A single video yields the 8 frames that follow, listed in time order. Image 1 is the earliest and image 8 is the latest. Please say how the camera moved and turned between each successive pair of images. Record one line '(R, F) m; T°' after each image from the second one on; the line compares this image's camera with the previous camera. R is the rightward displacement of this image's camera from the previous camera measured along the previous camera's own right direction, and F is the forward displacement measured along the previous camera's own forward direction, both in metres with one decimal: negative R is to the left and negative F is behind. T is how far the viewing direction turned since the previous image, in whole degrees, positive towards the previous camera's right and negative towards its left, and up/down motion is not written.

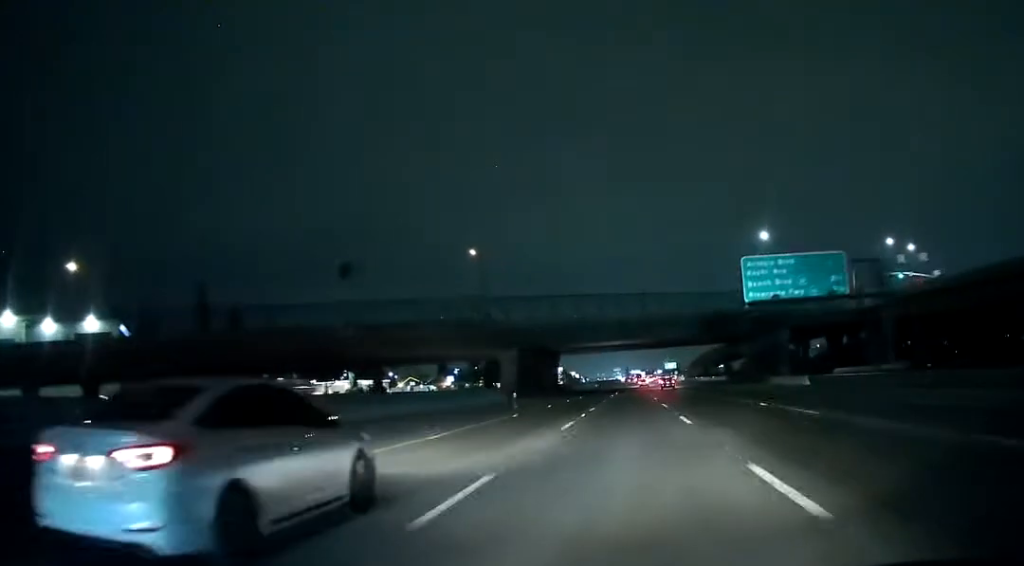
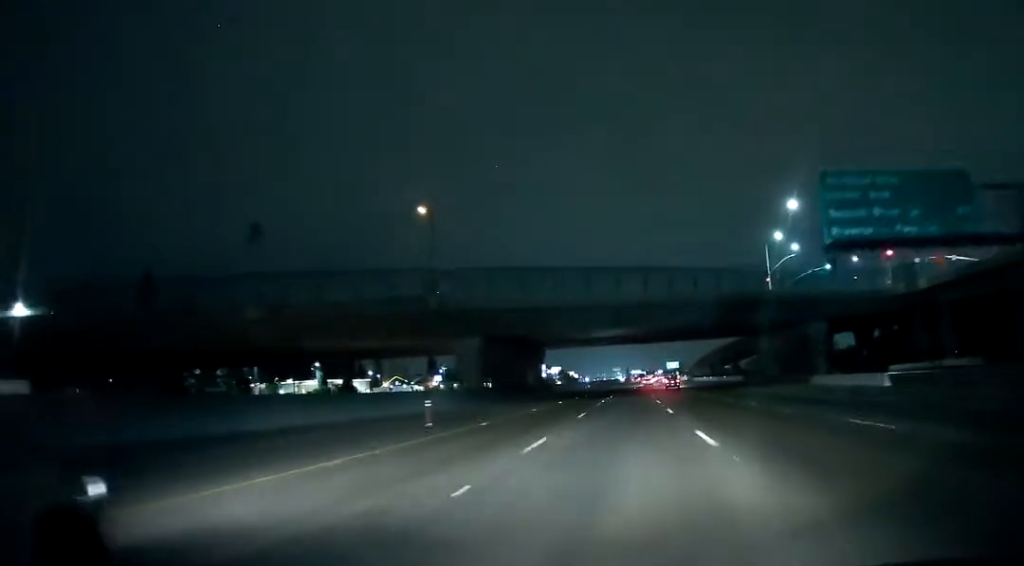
(-0.1, +22.0) m; 0°
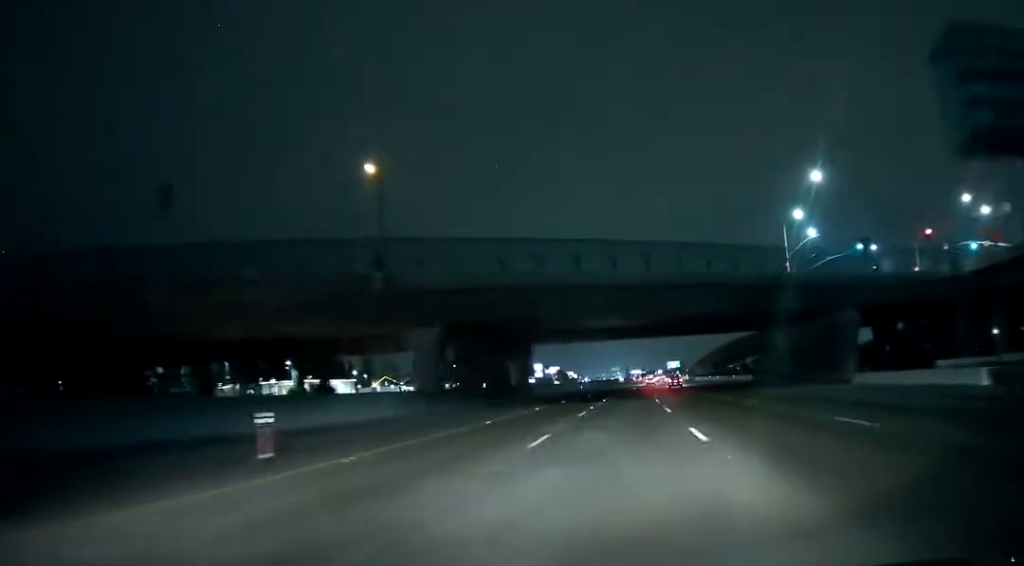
(0.0, +13.5) m; 0°
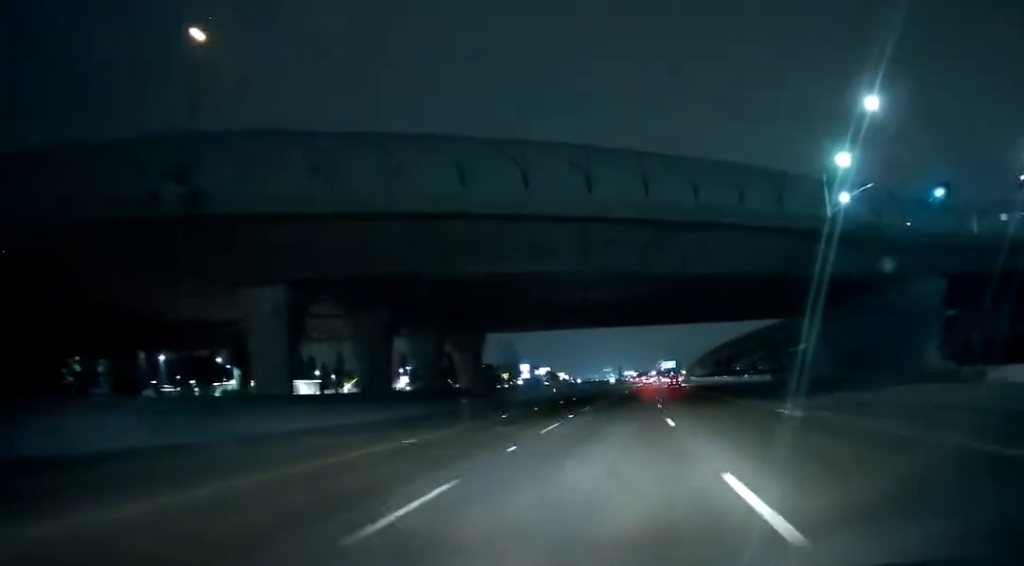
(0.0, +24.3) m; 0°
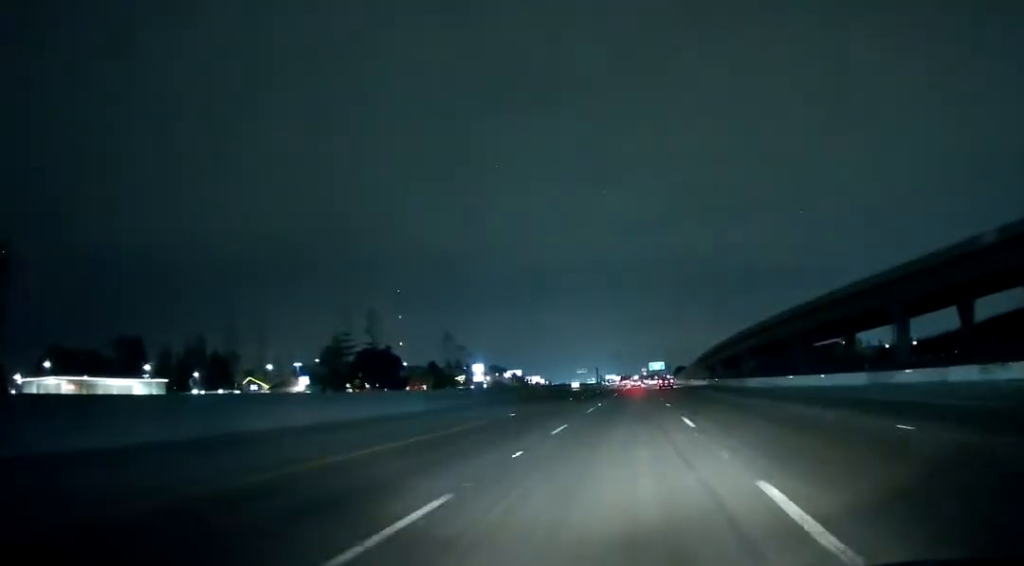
(+0.8, +74.3) m; +1°
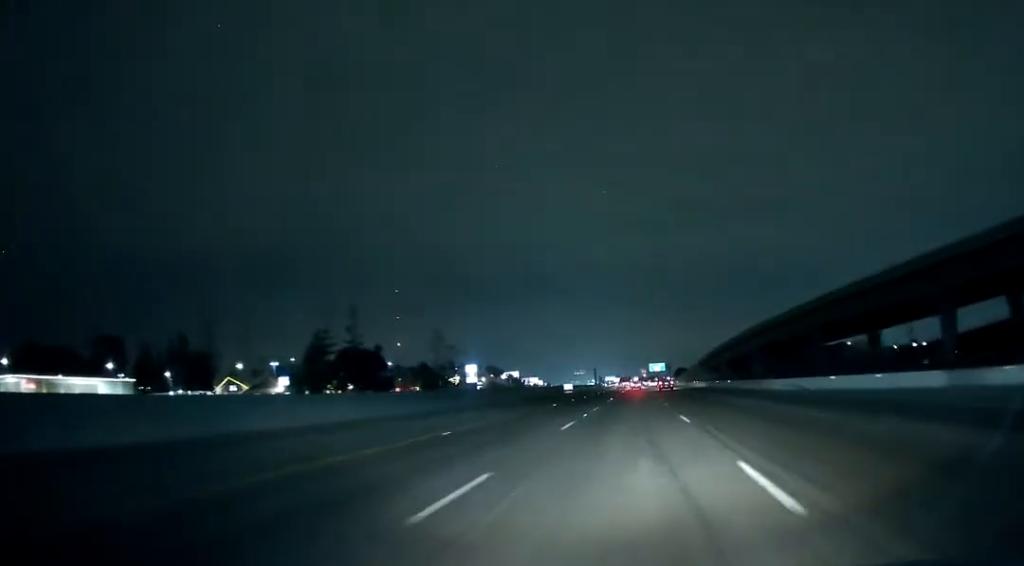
(0.0, +13.0) m; 0°
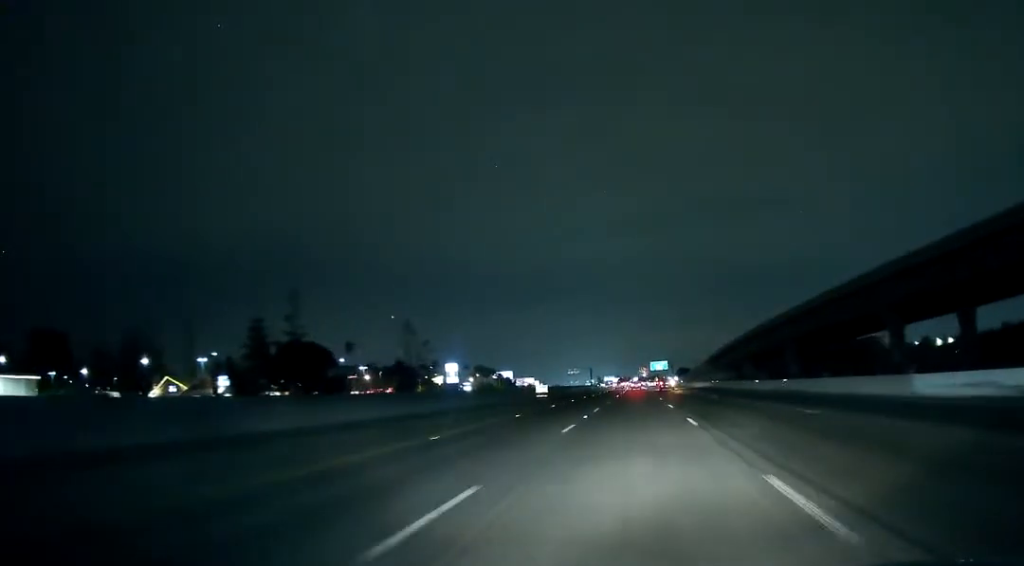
(0.0, +30.9) m; 0°
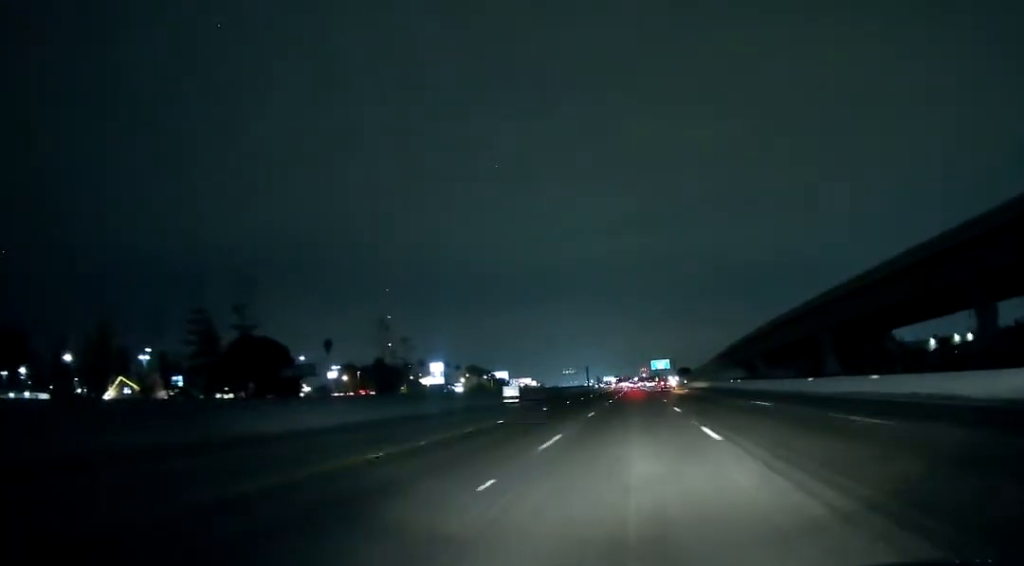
(0.0, +19.0) m; 0°
